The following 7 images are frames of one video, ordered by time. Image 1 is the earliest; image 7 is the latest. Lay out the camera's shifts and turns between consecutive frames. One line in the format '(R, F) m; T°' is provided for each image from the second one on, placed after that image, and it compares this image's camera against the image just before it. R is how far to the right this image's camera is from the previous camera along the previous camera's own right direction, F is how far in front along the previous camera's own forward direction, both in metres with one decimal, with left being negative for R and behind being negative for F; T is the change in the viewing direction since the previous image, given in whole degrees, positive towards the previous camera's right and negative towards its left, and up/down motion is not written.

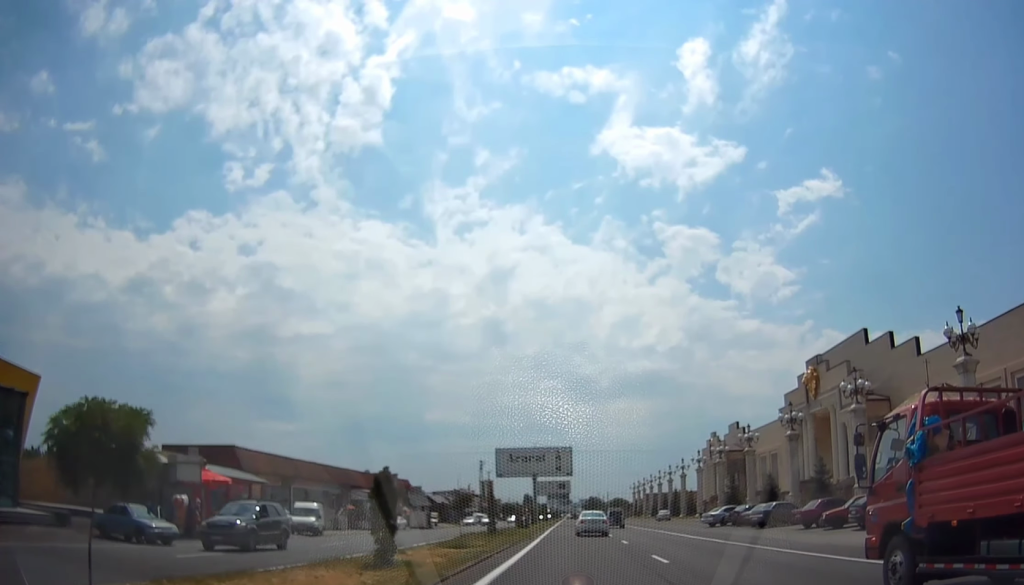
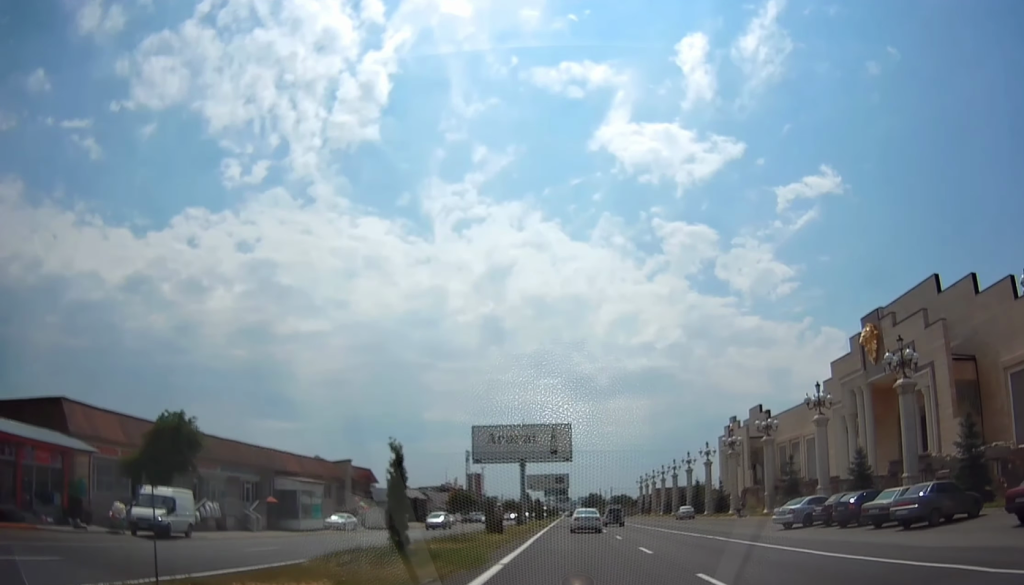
(-0.3, +18.6) m; -2°
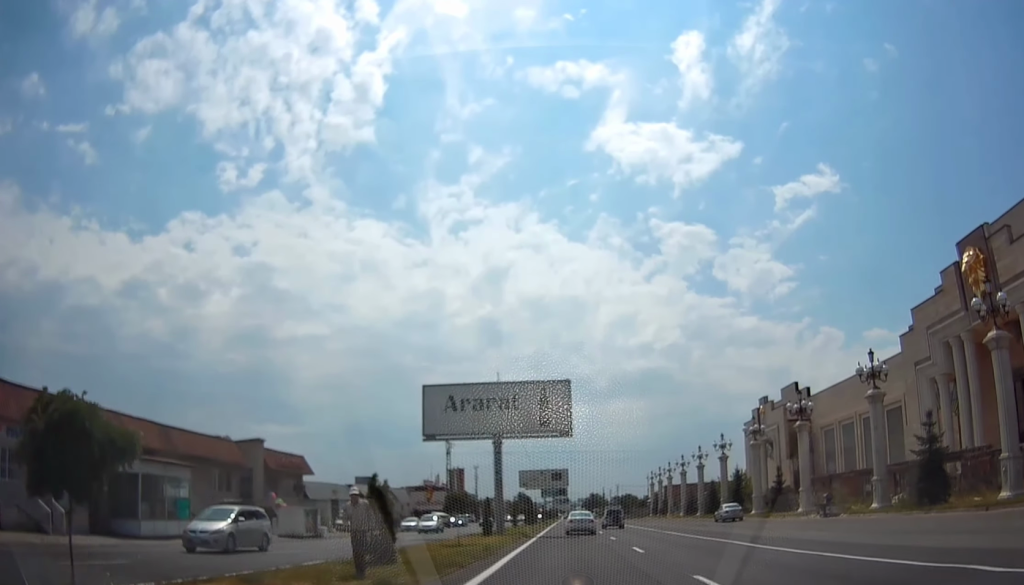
(-0.3, +21.2) m; 0°
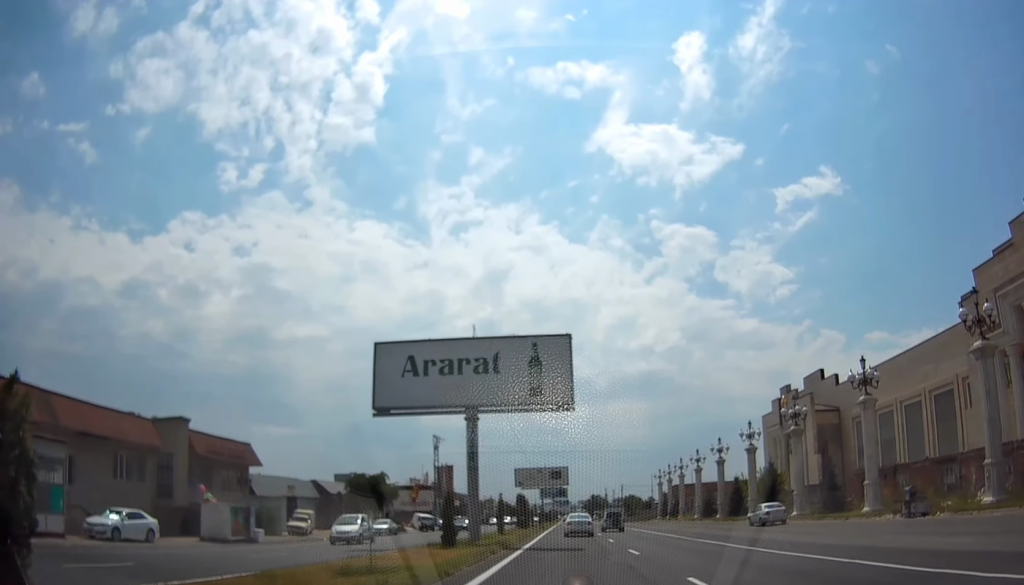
(+0.1, +11.0) m; 0°
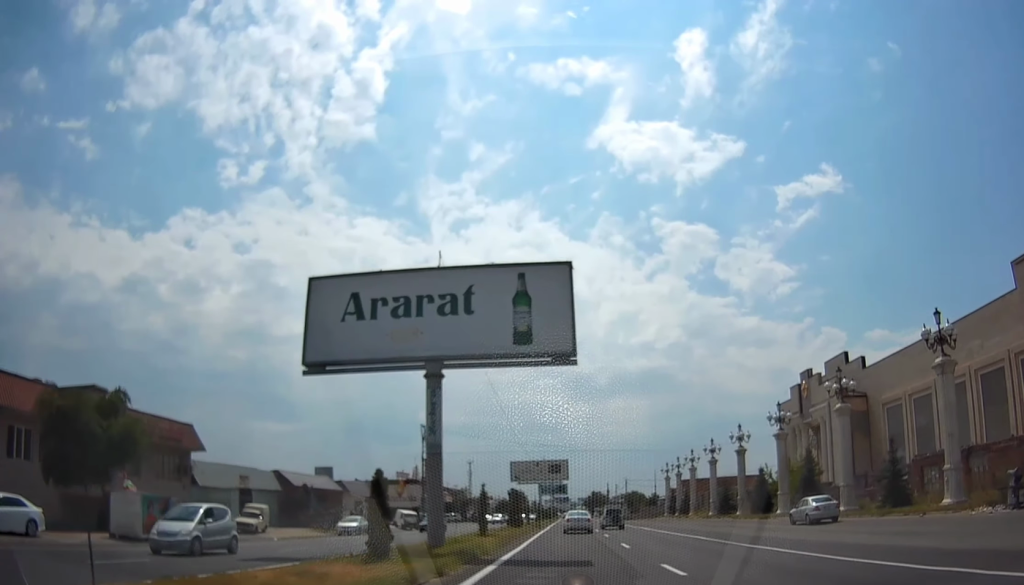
(+0.2, +8.7) m; 0°
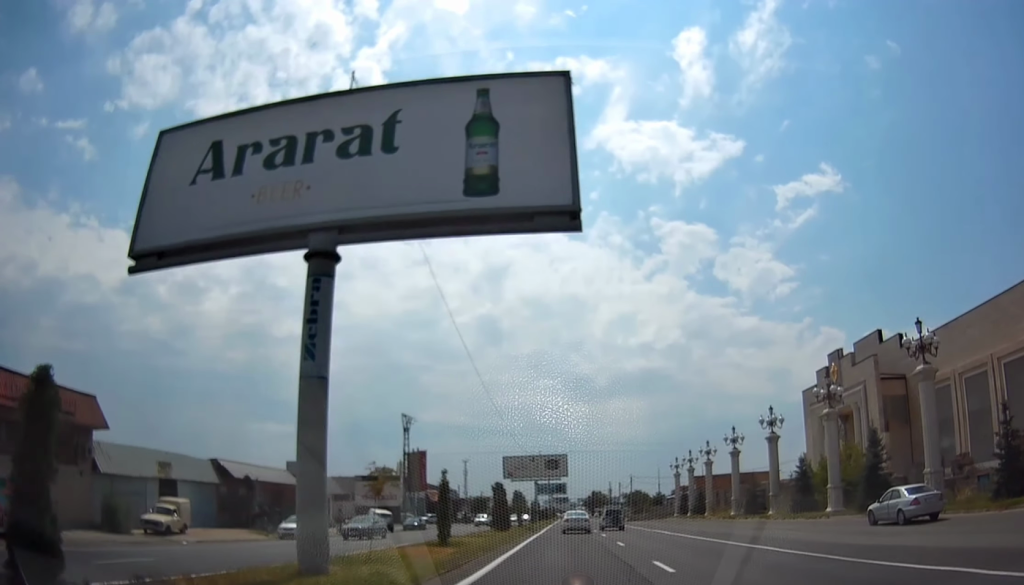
(-0.1, +10.4) m; 0°
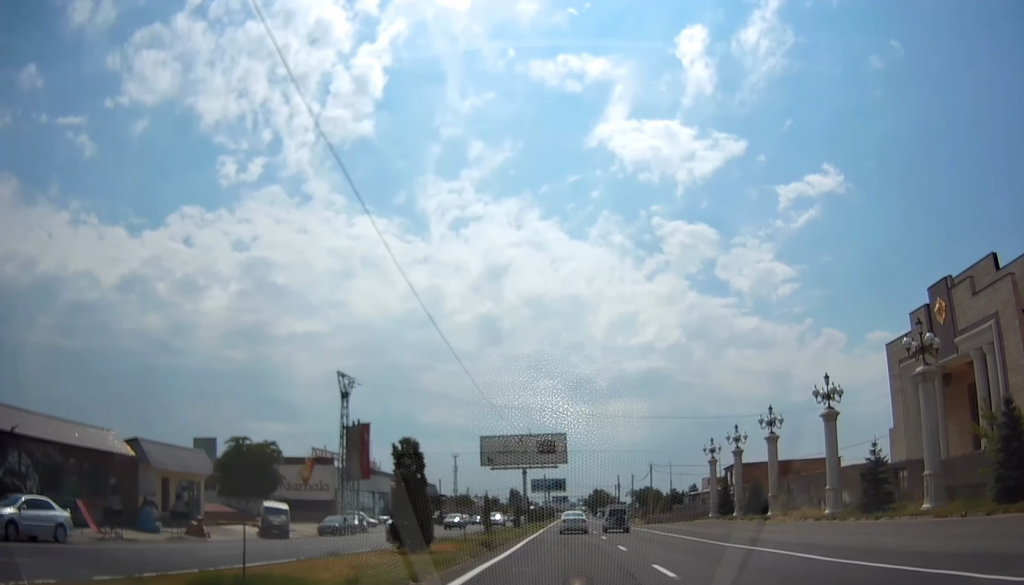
(+0.2, +24.4) m; +1°
